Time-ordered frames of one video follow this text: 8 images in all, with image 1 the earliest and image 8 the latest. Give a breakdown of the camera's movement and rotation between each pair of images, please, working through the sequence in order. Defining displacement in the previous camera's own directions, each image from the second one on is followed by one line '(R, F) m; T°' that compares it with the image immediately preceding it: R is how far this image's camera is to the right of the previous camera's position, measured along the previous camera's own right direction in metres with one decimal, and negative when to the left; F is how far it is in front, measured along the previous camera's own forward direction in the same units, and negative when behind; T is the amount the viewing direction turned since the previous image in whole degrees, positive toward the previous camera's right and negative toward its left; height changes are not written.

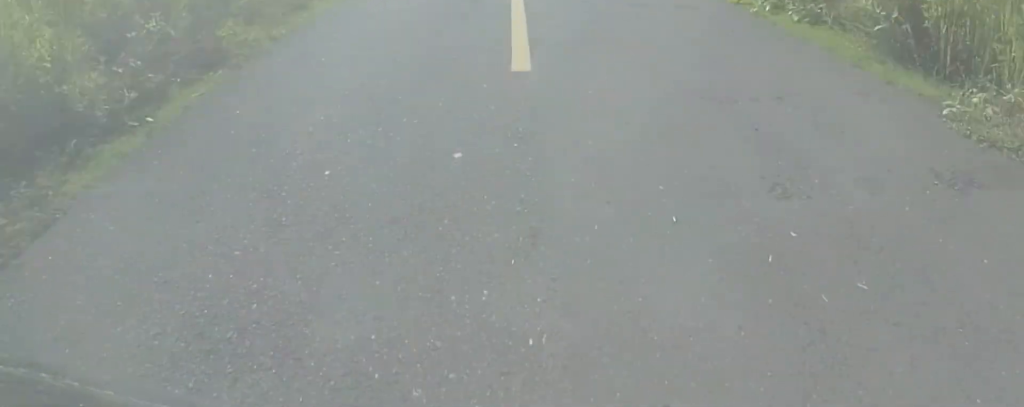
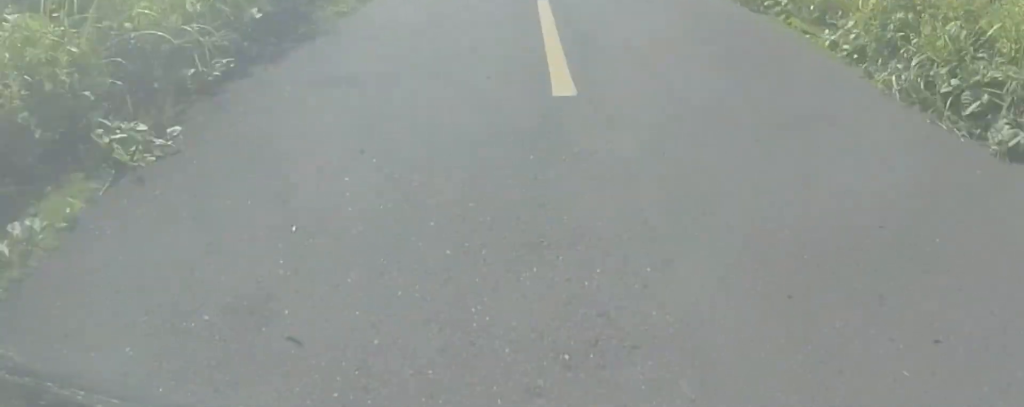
(-0.8, +25.1) m; -6°
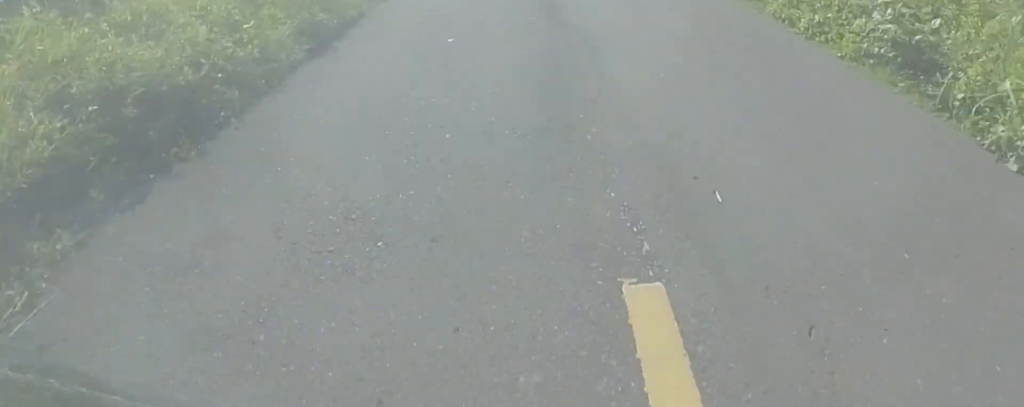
(-0.3, +12.9) m; 0°
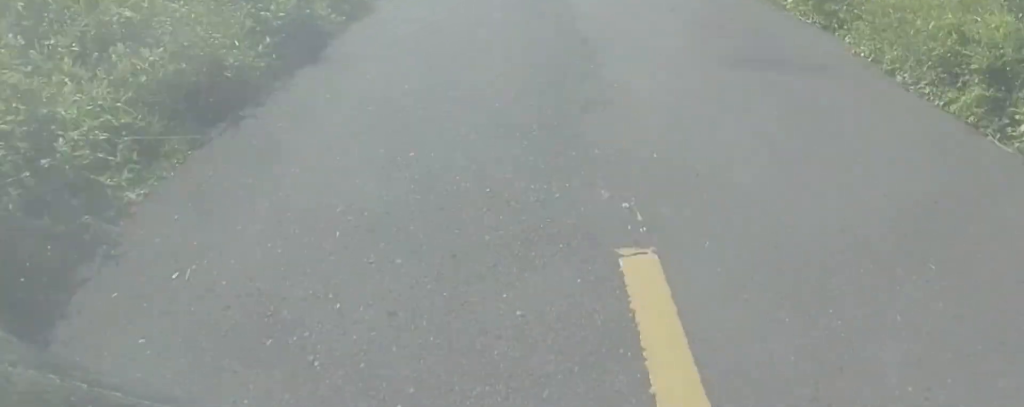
(+0.2, +7.7) m; +2°
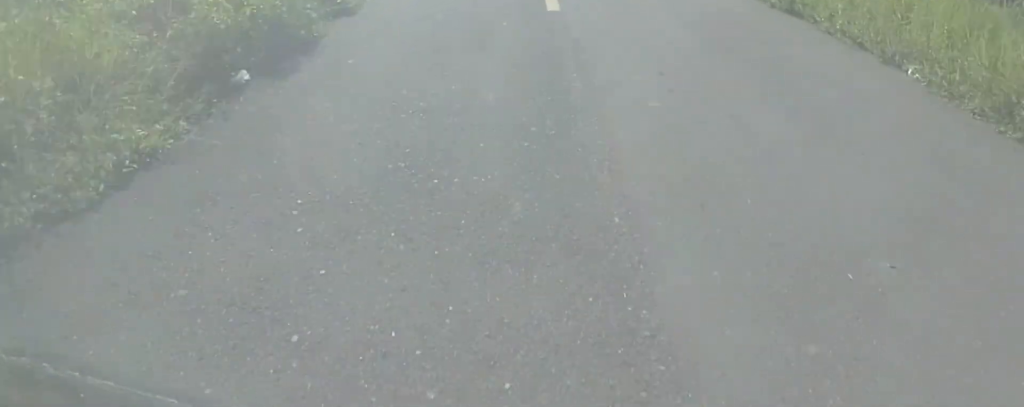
(+0.1, +9.0) m; 0°
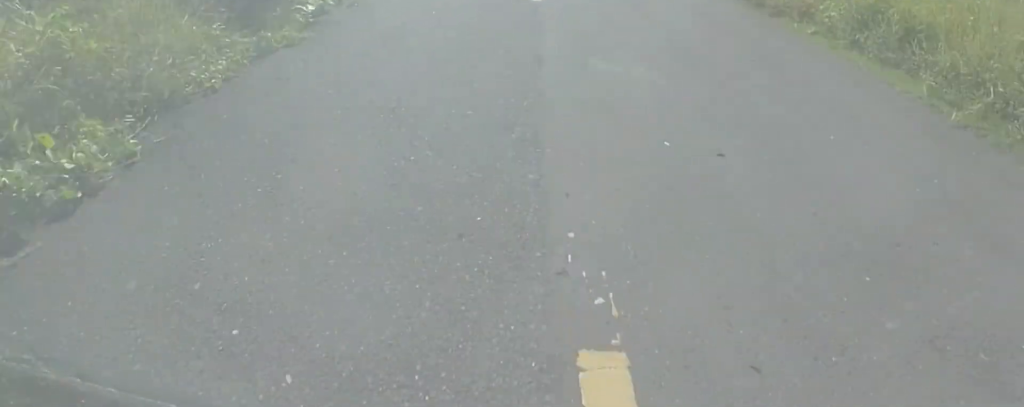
(0.0, +22.6) m; 0°
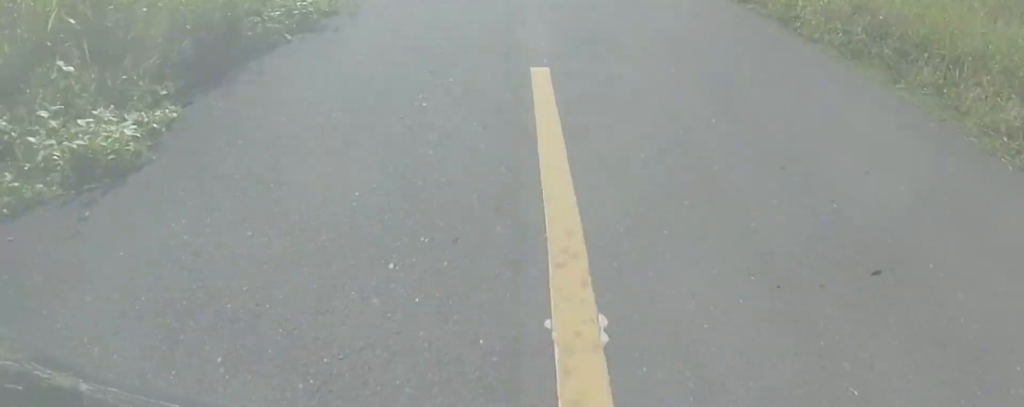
(0.0, +5.3) m; 0°
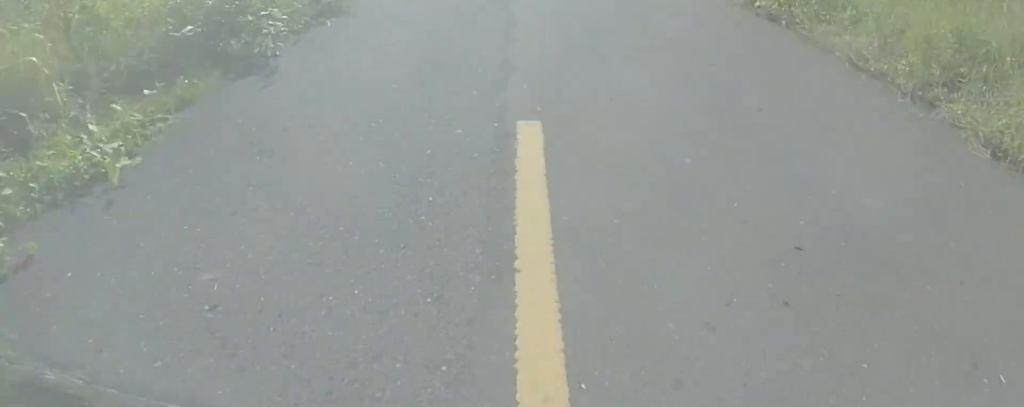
(0.0, +8.8) m; 0°
